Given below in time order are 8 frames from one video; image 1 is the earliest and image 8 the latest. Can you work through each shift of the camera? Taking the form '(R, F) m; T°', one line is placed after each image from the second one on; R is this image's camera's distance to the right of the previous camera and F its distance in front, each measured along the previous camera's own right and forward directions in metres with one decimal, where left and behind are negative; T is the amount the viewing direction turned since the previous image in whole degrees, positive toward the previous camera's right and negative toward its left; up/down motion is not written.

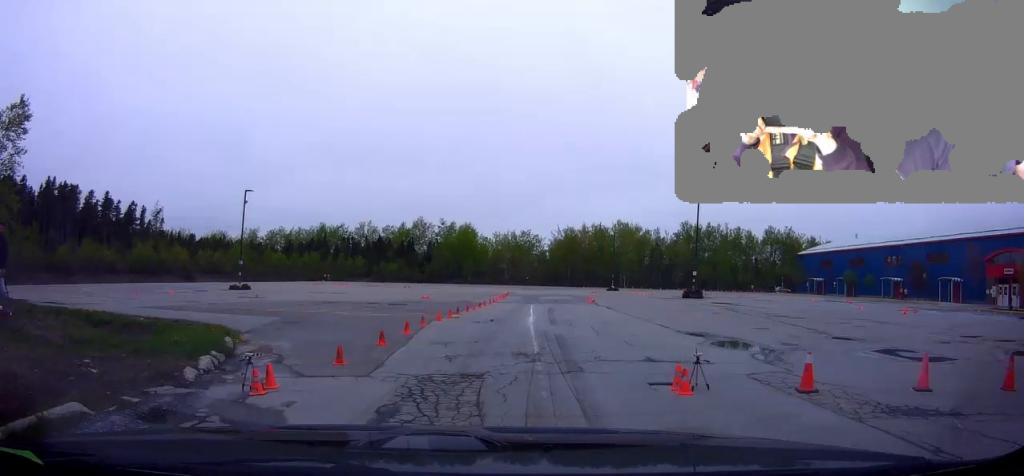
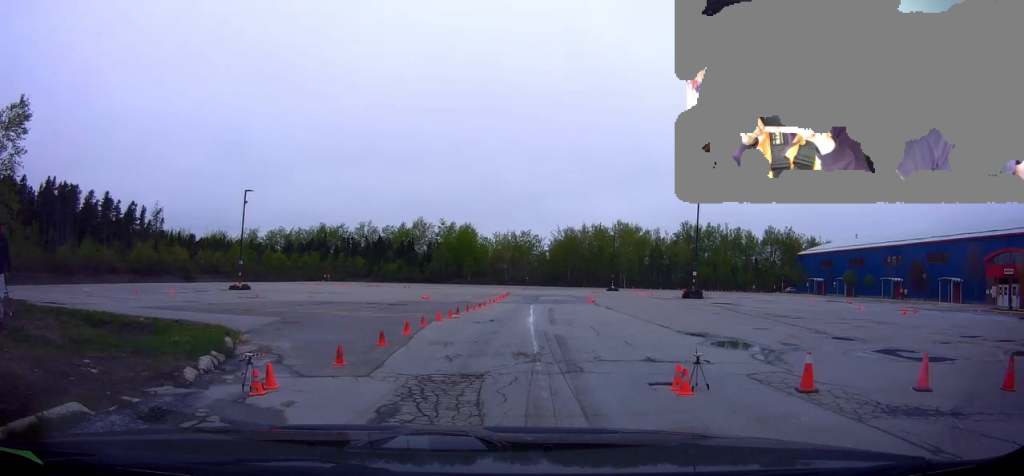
(0.0, 0.0) m; 0°
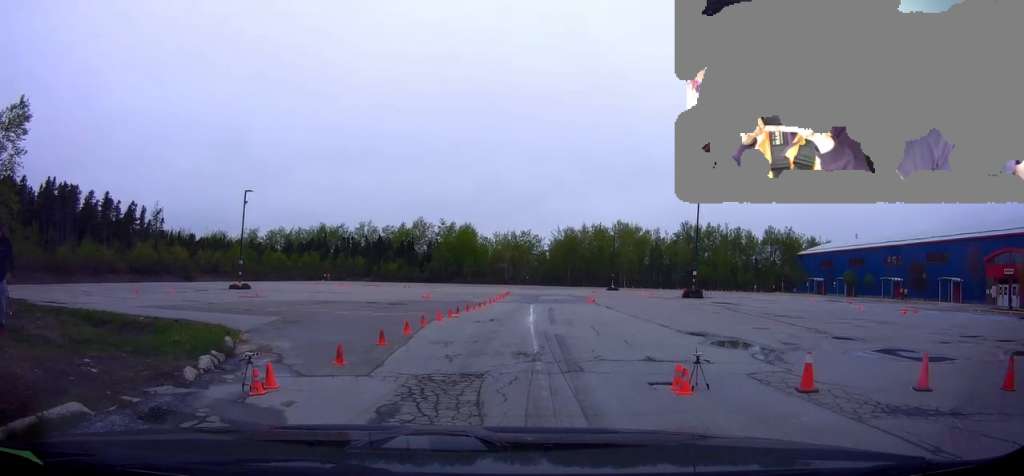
(0.0, 0.0) m; 0°
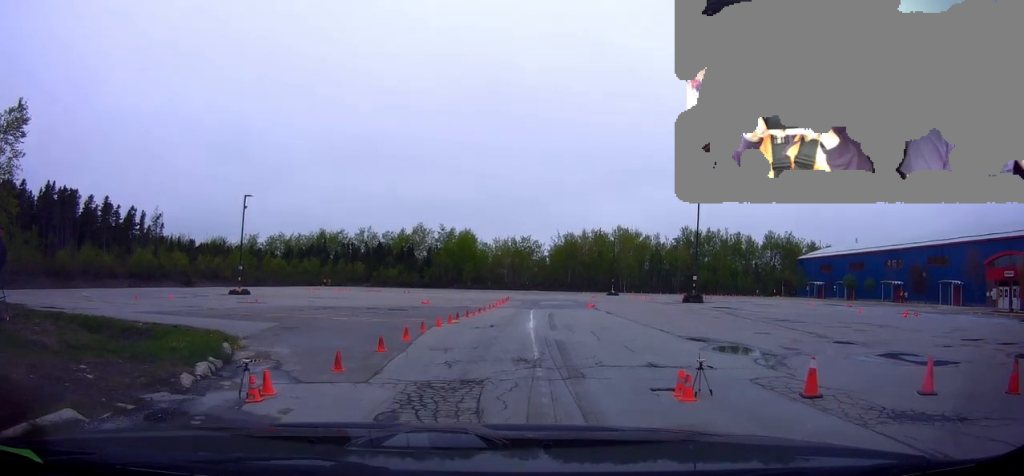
(+0.1, +1.5) m; 0°
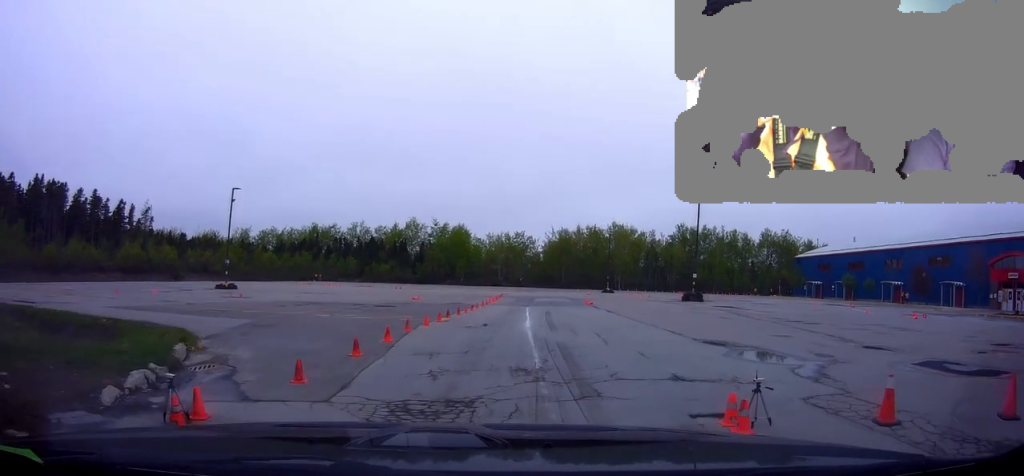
(-0.1, +3.2) m; 0°
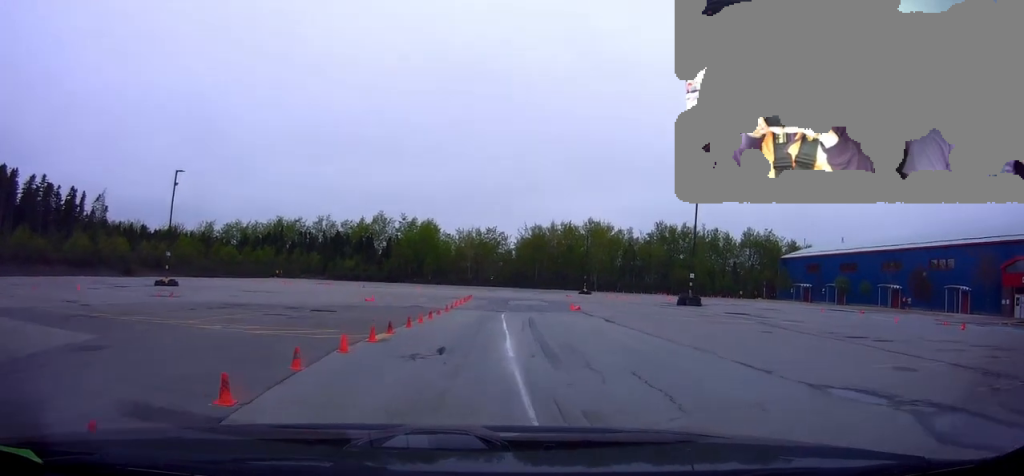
(+0.1, +10.8) m; 0°
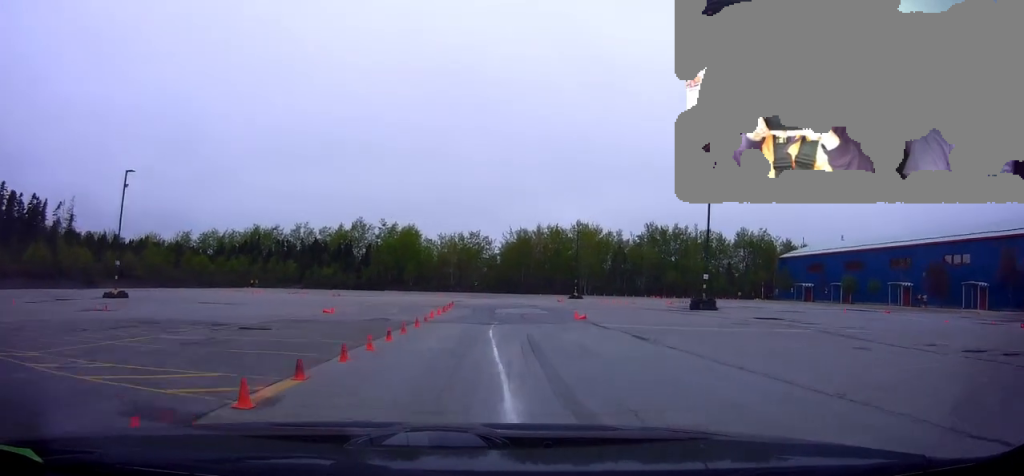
(0.0, +7.8) m; +1°
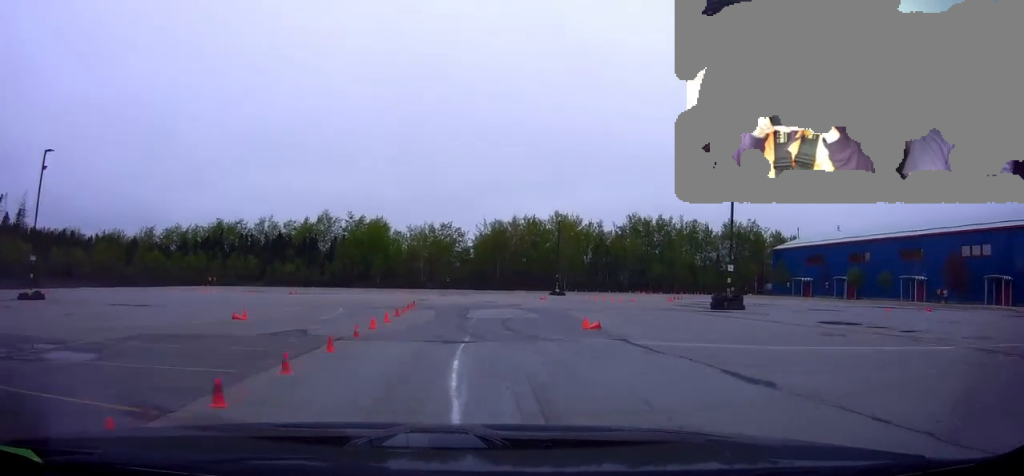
(-0.1, +8.0) m; +2°
